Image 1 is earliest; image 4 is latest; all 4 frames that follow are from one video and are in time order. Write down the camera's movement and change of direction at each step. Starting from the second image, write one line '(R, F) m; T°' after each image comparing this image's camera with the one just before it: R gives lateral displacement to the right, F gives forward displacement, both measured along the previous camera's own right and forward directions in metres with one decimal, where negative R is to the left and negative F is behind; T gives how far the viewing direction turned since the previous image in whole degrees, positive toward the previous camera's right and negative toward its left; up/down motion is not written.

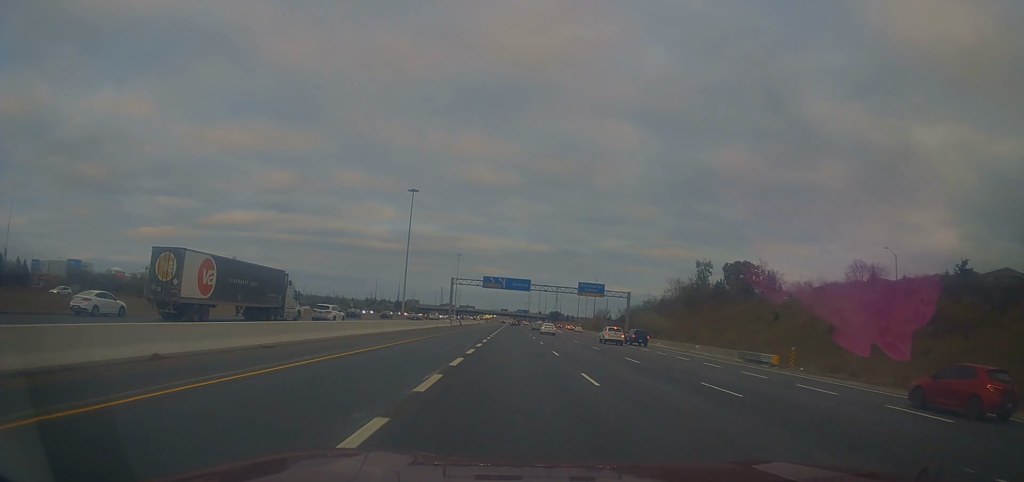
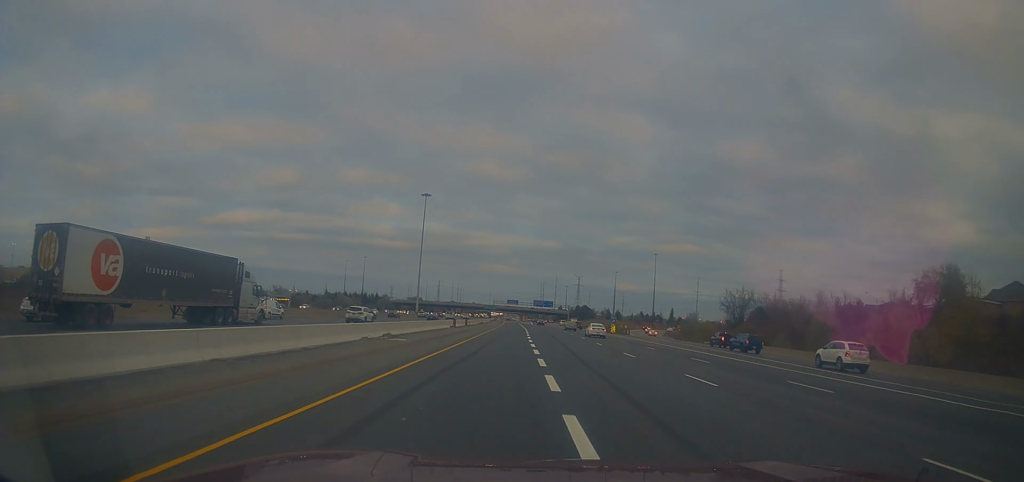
(+0.9, +155.1) m; 0°
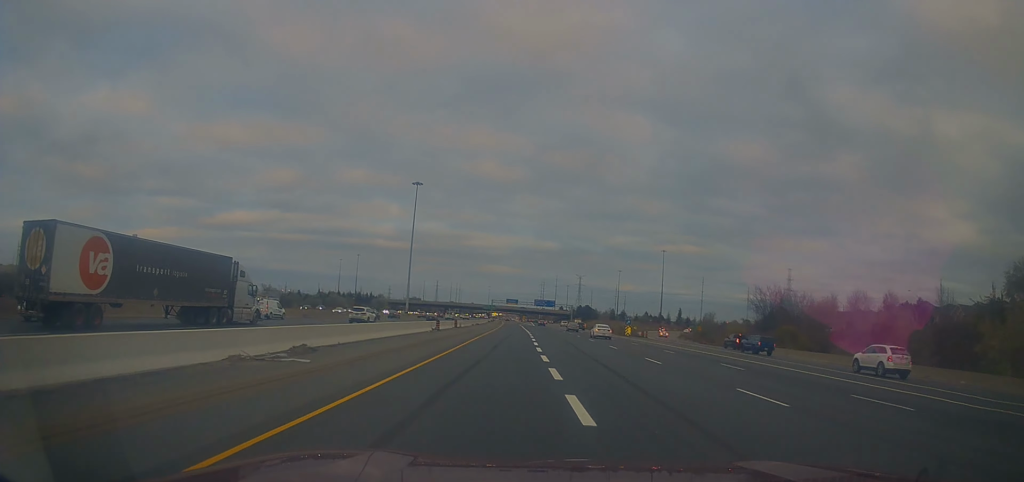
(-0.1, +15.5) m; 0°
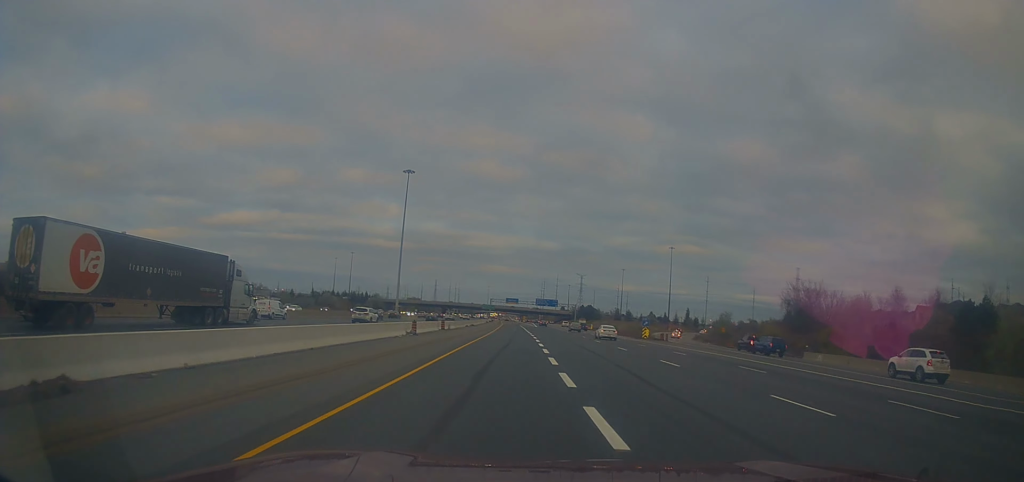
(+0.2, +13.4) m; 0°
